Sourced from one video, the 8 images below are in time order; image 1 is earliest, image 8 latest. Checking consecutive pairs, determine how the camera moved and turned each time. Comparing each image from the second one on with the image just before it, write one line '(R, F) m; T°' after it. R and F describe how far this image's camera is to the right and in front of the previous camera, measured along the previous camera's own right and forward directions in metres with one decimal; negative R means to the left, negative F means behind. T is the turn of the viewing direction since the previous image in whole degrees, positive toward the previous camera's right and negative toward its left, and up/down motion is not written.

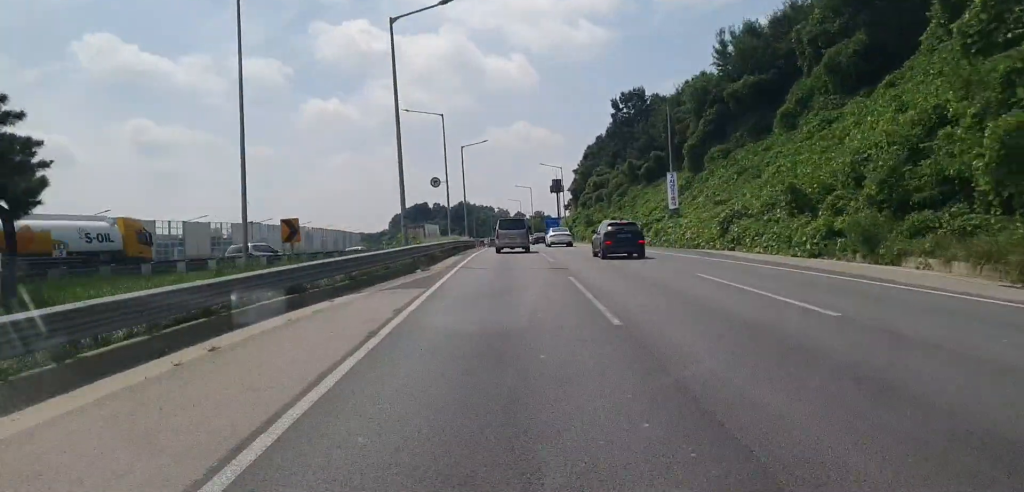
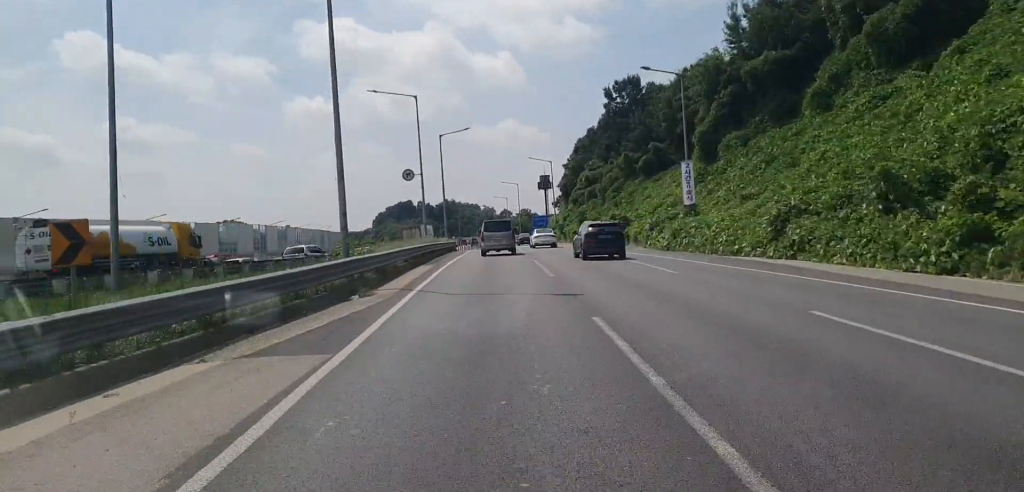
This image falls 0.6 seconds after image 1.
(+0.3, +9.2) m; +1°
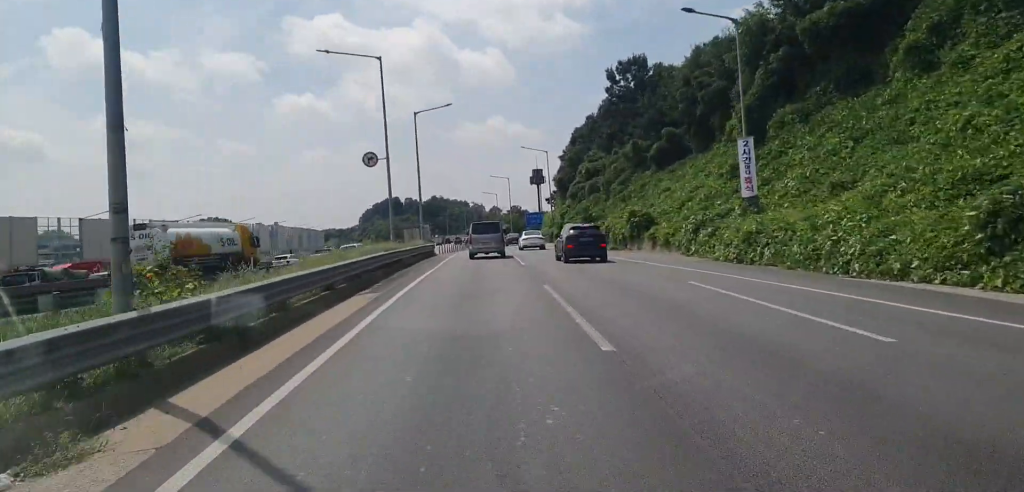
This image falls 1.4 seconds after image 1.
(-0.2, +12.9) m; -1°
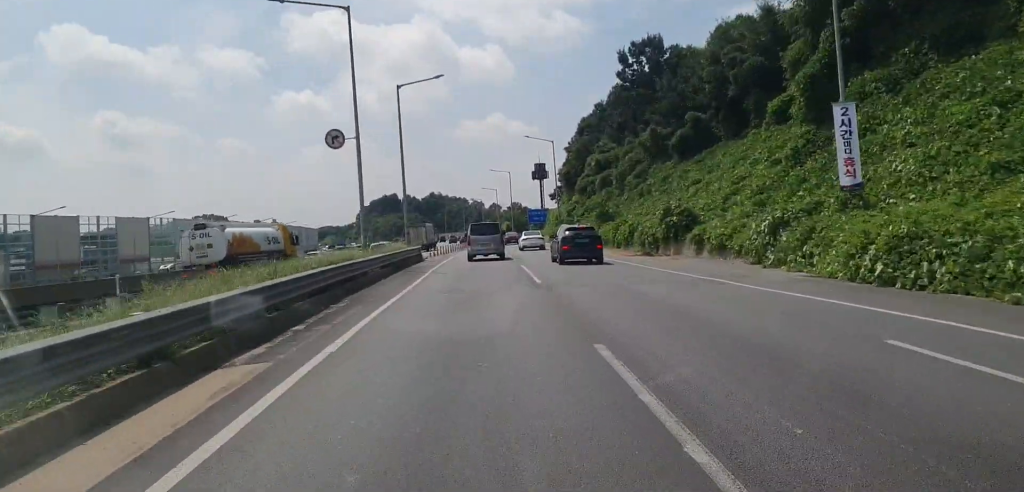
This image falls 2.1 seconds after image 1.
(0.0, +9.9) m; 0°
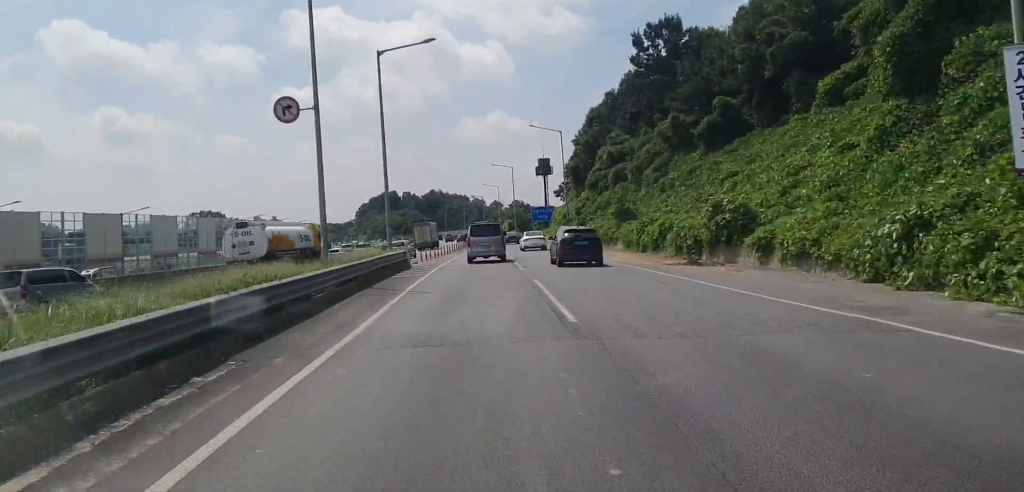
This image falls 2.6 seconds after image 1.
(0.0, +8.4) m; 0°
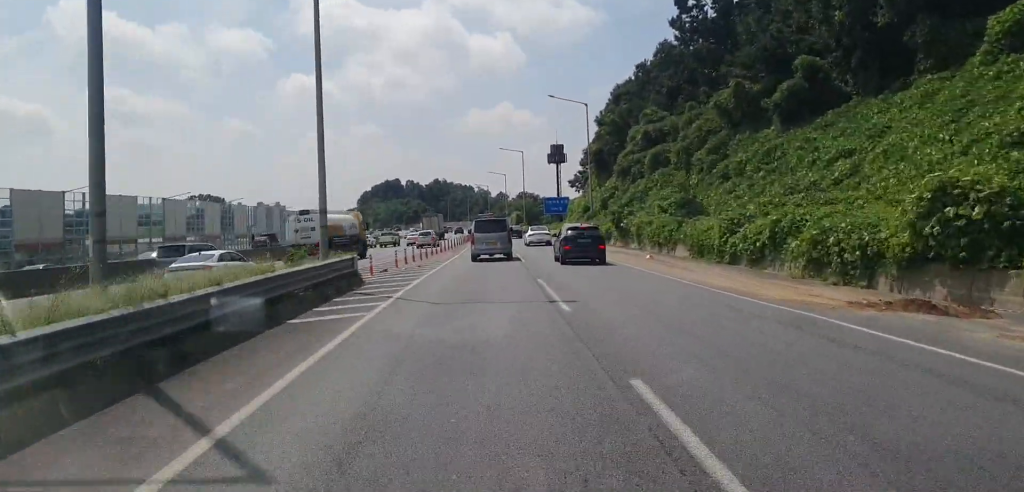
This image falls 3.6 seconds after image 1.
(-0.1, +15.4) m; +1°
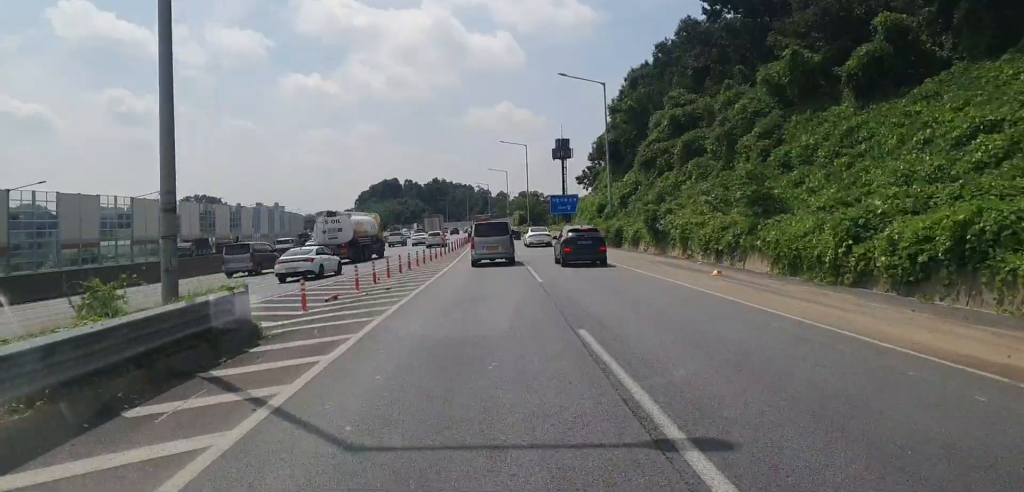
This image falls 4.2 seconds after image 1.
(+0.2, +10.1) m; -1°
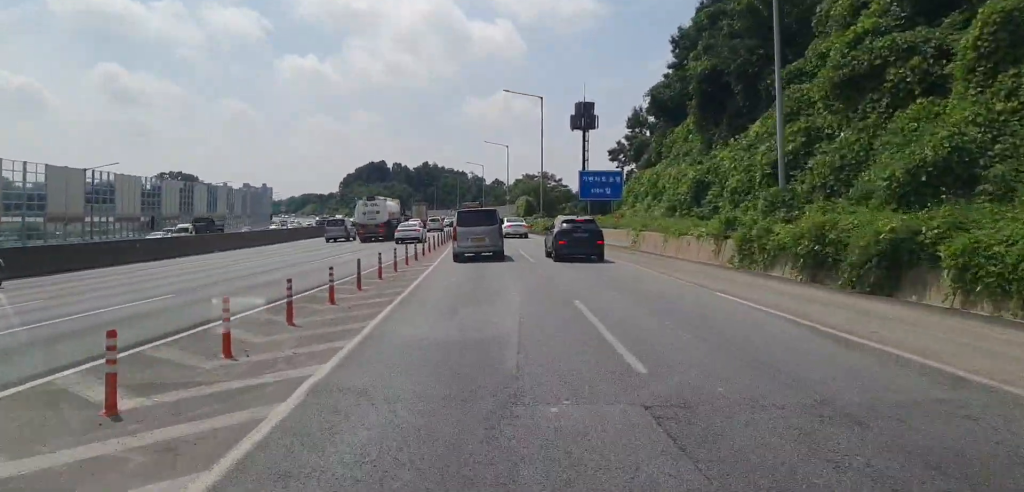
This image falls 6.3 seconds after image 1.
(-0.6, +33.6) m; 0°
